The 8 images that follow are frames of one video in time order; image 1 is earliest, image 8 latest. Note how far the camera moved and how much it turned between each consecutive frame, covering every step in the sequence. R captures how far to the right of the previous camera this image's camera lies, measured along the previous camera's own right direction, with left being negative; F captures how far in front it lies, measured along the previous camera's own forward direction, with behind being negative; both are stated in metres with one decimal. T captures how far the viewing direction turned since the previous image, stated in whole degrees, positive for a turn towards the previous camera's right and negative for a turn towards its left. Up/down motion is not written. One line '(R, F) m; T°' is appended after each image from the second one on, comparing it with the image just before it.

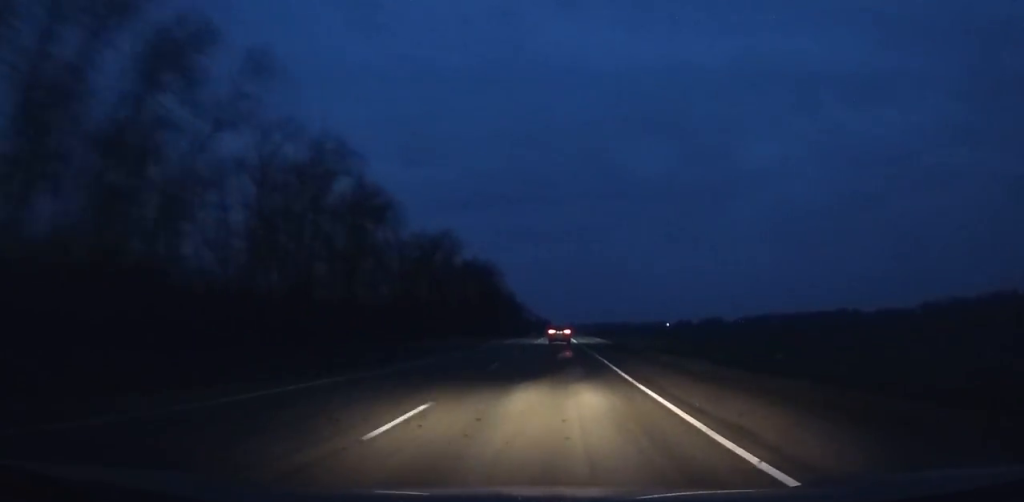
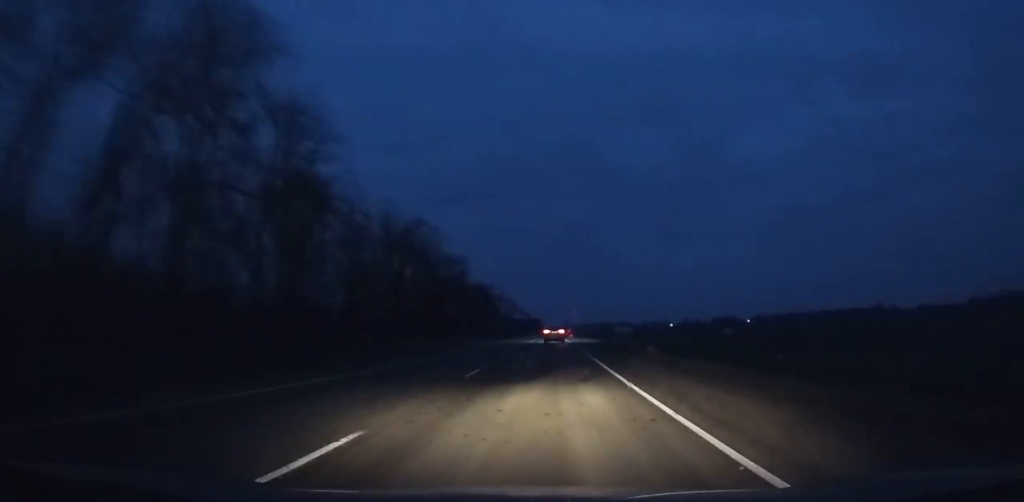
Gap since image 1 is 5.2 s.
(+1.3, +134.5) m; +1°
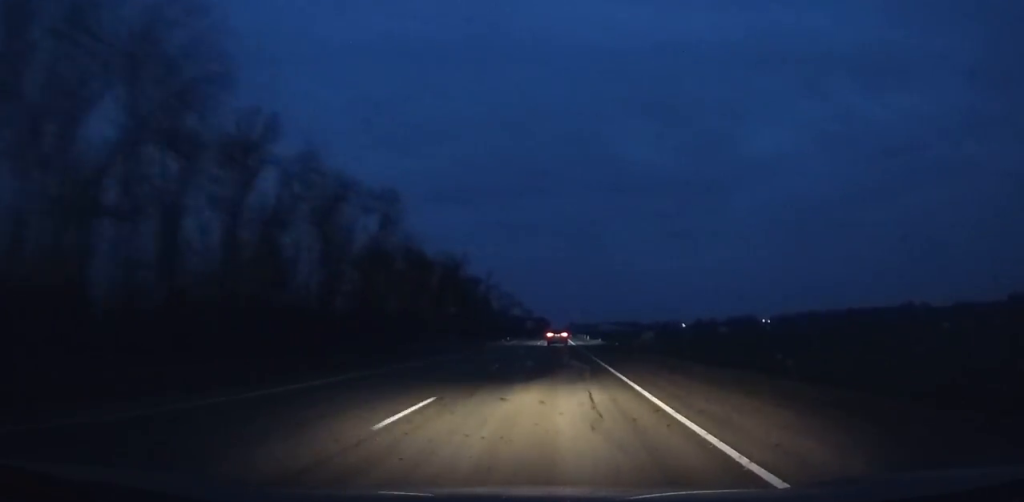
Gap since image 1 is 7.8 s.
(-0.1, +69.0) m; 0°
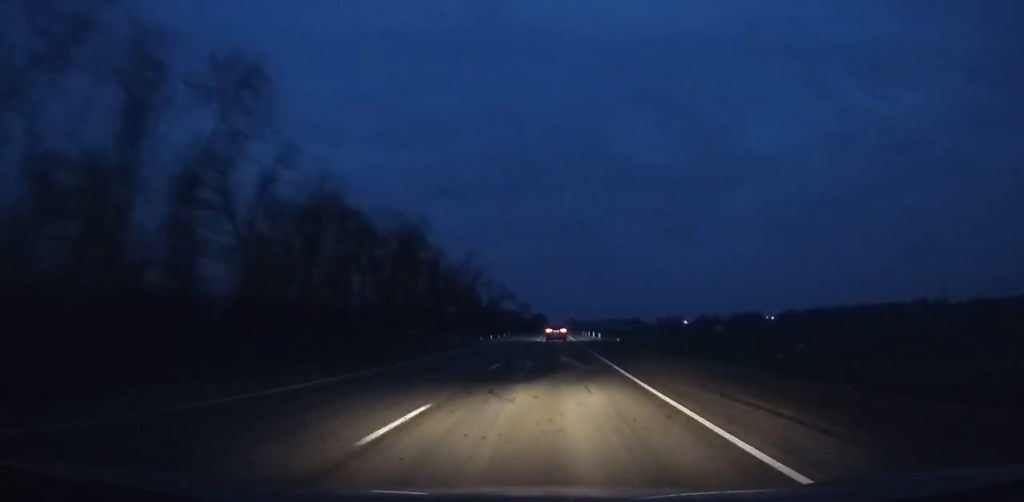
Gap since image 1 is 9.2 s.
(-0.1, +37.5) m; 0°
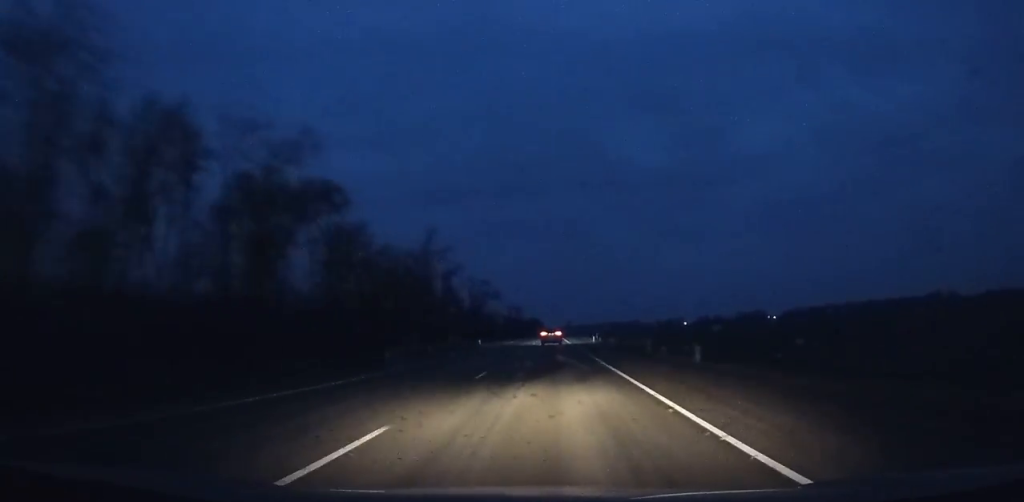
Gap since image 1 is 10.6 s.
(0.0, +37.3) m; 0°
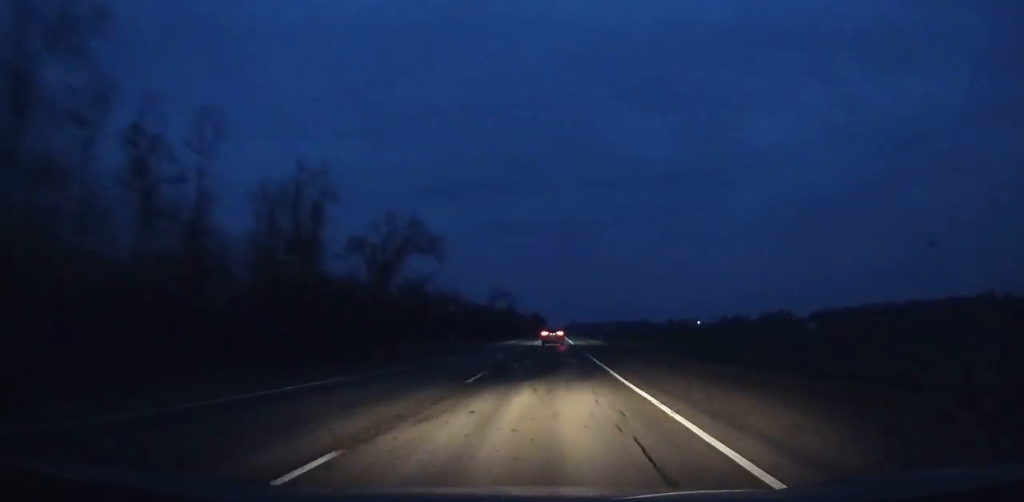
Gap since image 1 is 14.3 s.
(-0.4, +98.3) m; 0°
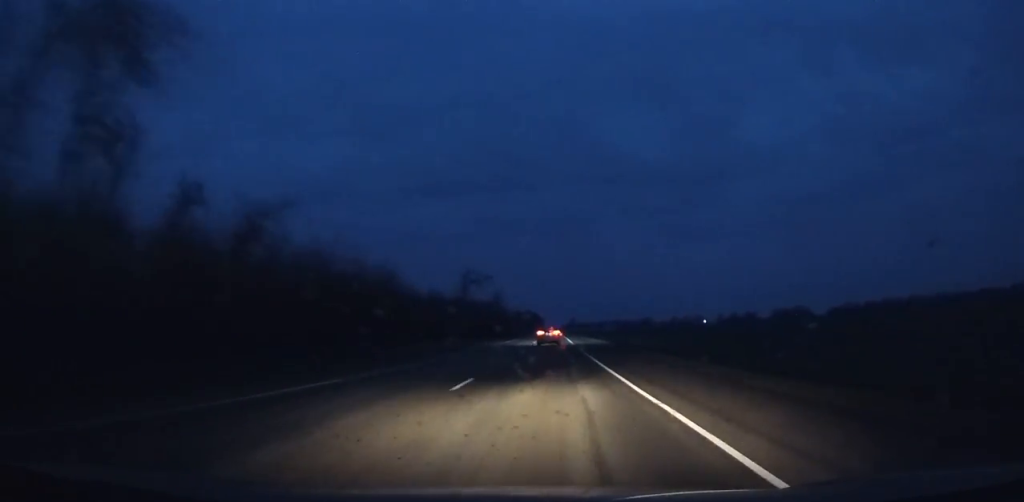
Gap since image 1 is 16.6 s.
(-0.1, +60.7) m; 0°
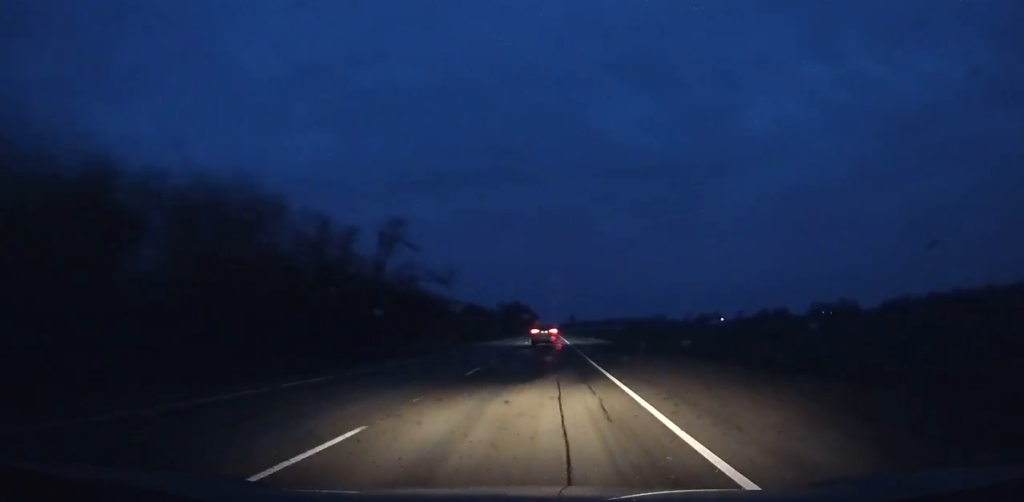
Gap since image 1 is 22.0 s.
(+0.7, +140.6) m; 0°
